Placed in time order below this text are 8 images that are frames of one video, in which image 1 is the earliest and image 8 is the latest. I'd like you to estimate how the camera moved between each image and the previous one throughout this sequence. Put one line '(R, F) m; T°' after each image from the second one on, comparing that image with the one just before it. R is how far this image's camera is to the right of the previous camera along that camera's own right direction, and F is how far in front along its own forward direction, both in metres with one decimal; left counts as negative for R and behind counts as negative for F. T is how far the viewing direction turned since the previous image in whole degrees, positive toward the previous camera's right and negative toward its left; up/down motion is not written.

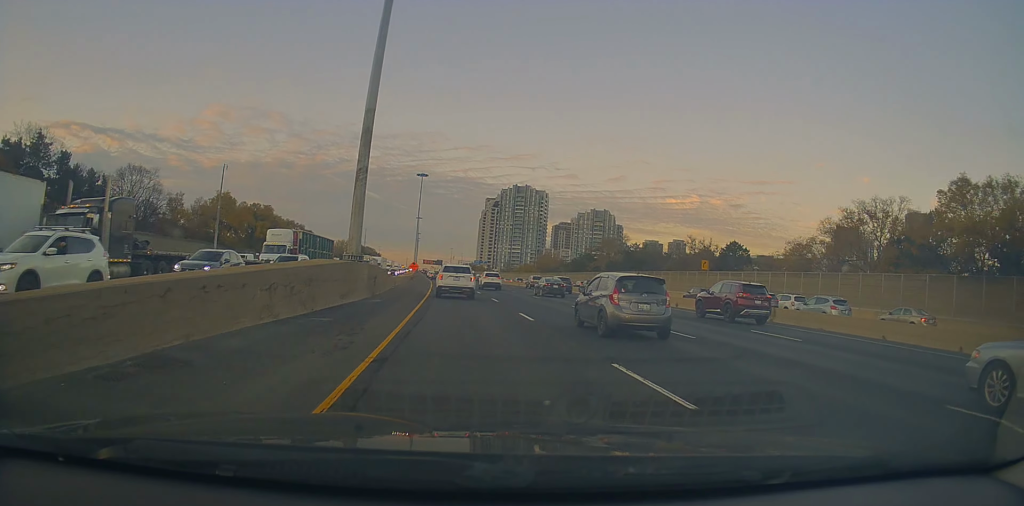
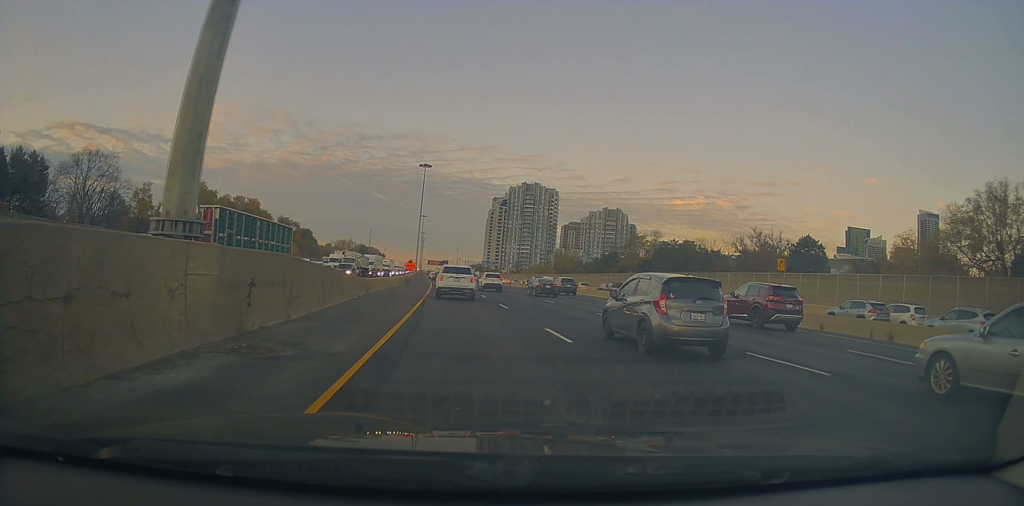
(+0.5, +17.6) m; 0°
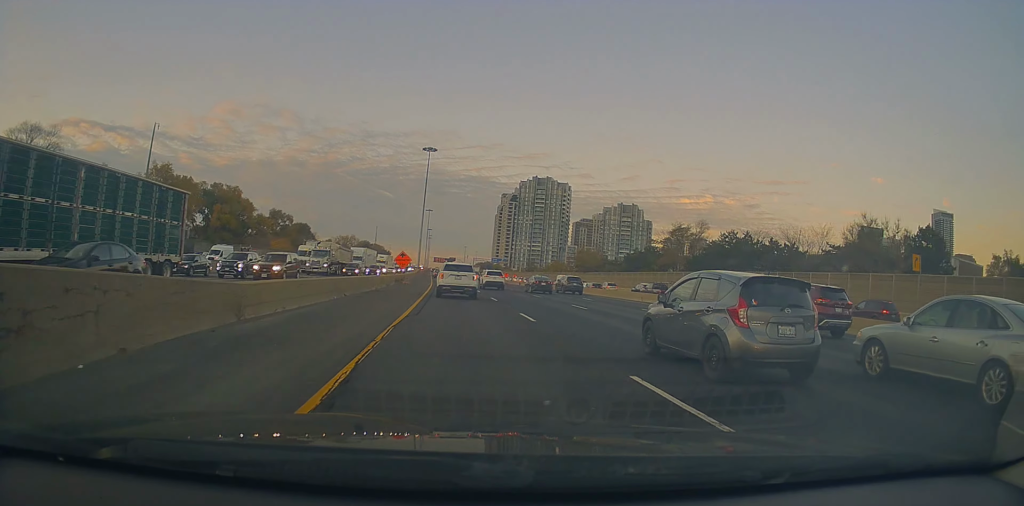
(-0.5, +19.5) m; -2°
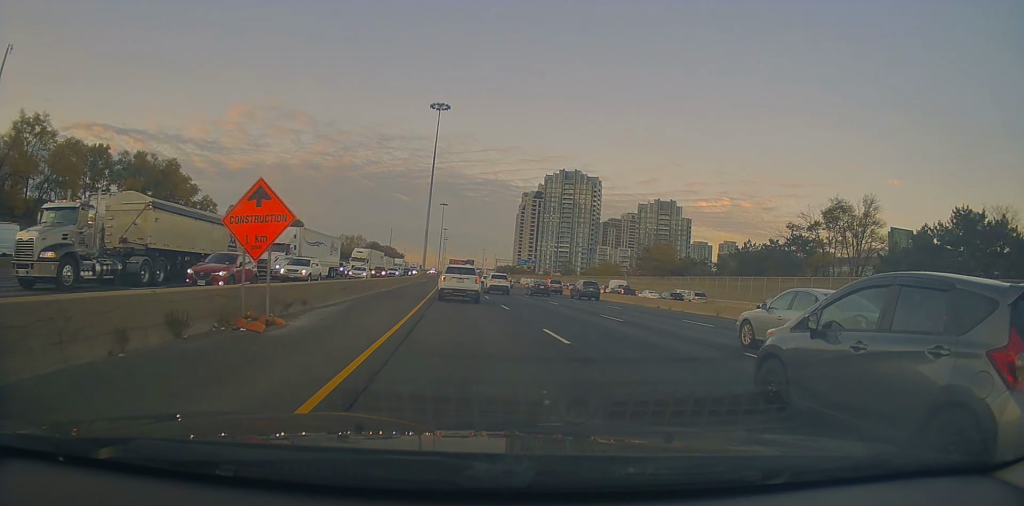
(0.0, +41.5) m; -2°
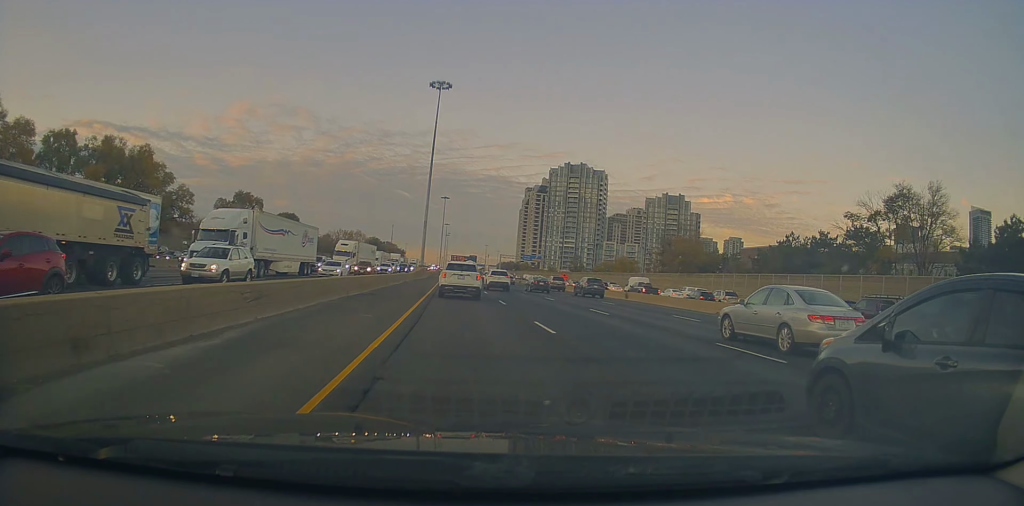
(-0.6, +10.6) m; 0°
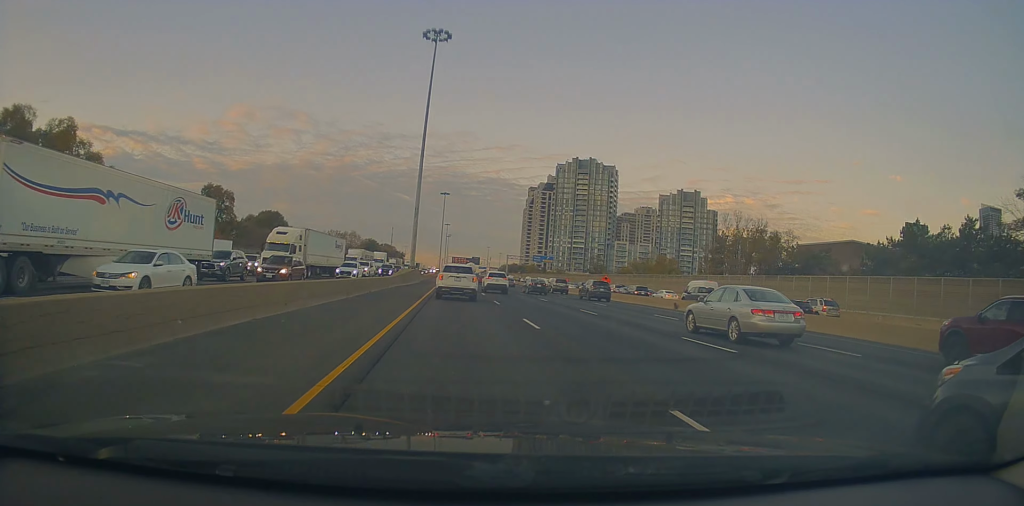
(+0.6, +22.4) m; +1°
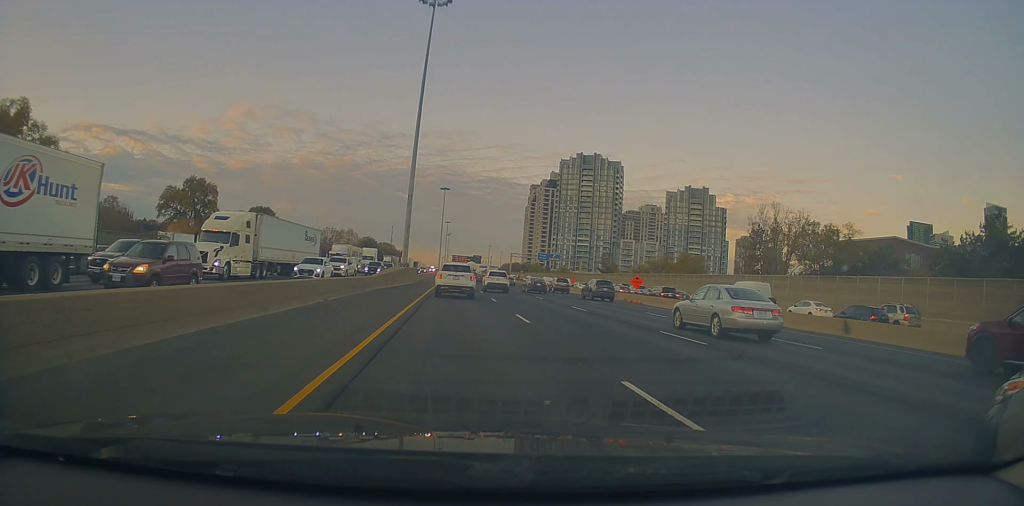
(-0.2, +10.7) m; 0°
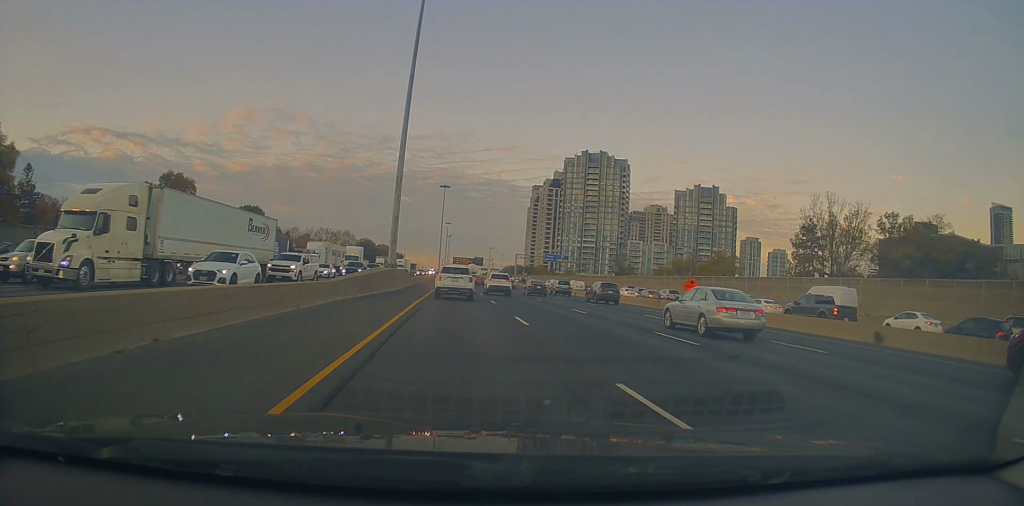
(-0.3, +12.0) m; -1°
